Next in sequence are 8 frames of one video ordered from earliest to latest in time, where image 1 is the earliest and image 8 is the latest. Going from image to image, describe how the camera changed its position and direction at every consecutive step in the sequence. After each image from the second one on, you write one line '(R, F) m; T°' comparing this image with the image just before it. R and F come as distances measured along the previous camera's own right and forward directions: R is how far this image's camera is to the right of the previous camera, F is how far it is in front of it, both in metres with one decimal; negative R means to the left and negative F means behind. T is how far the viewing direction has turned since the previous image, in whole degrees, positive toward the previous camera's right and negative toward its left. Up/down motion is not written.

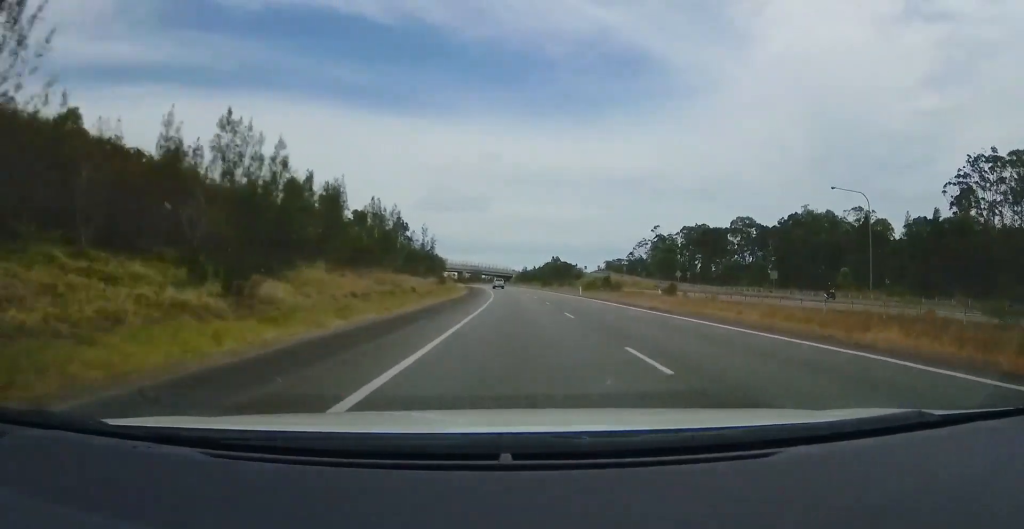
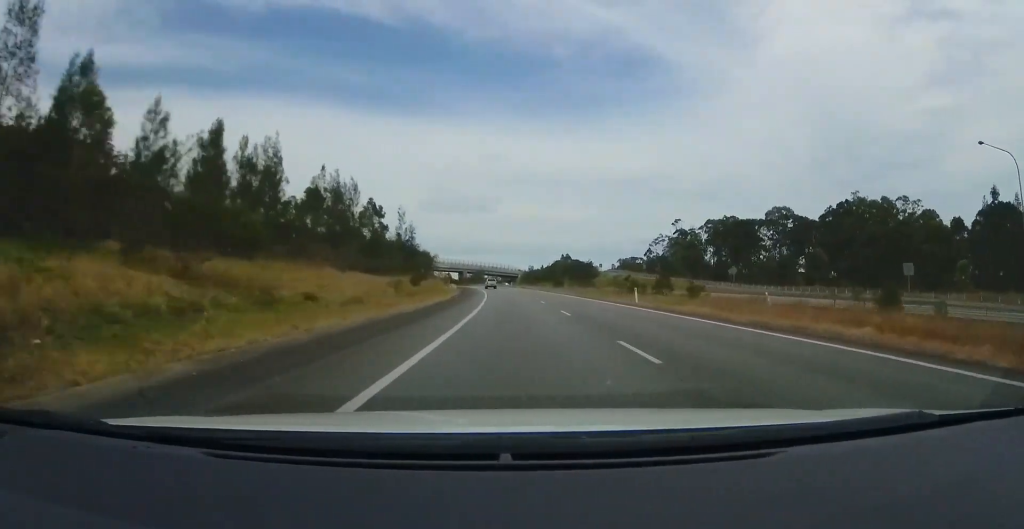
(0.0, +23.5) m; -1°
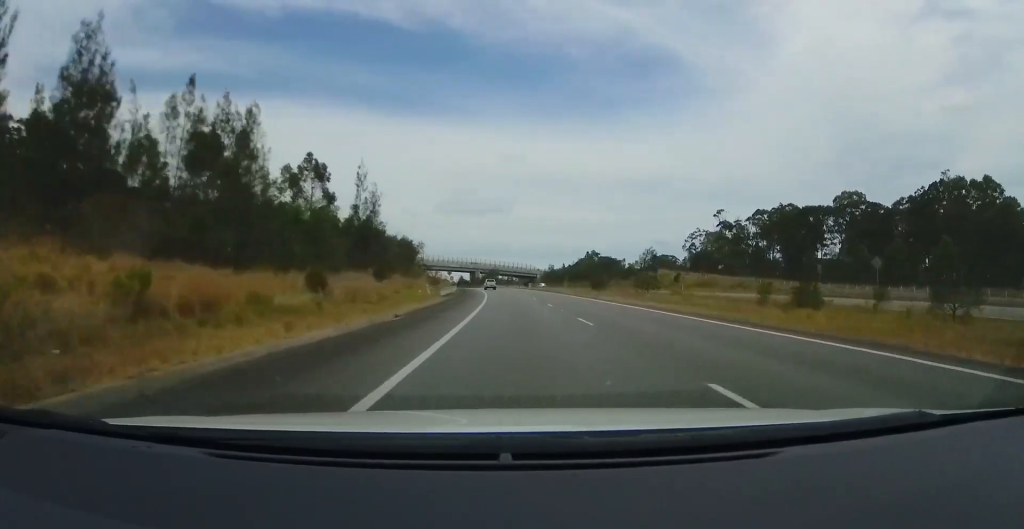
(-0.3, +29.4) m; -1°
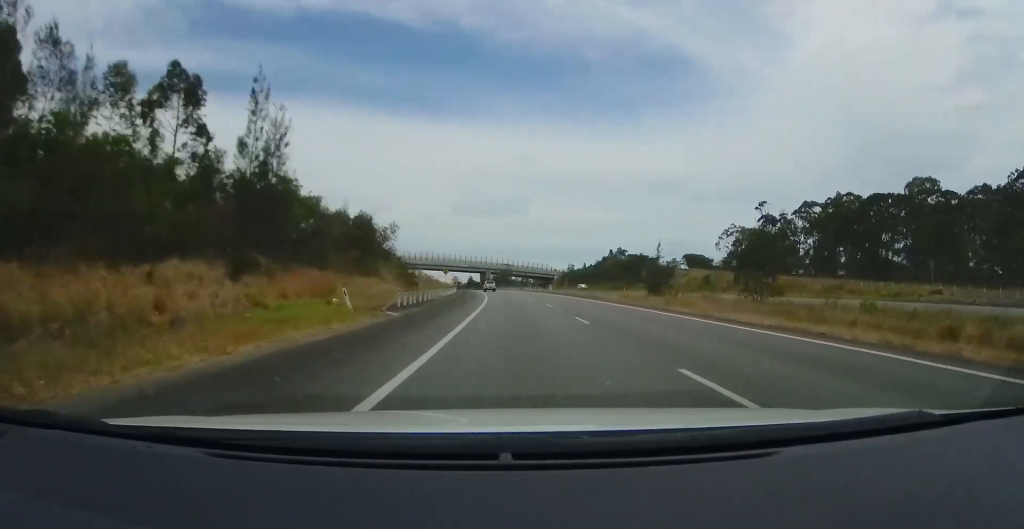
(-0.2, +23.7) m; -1°
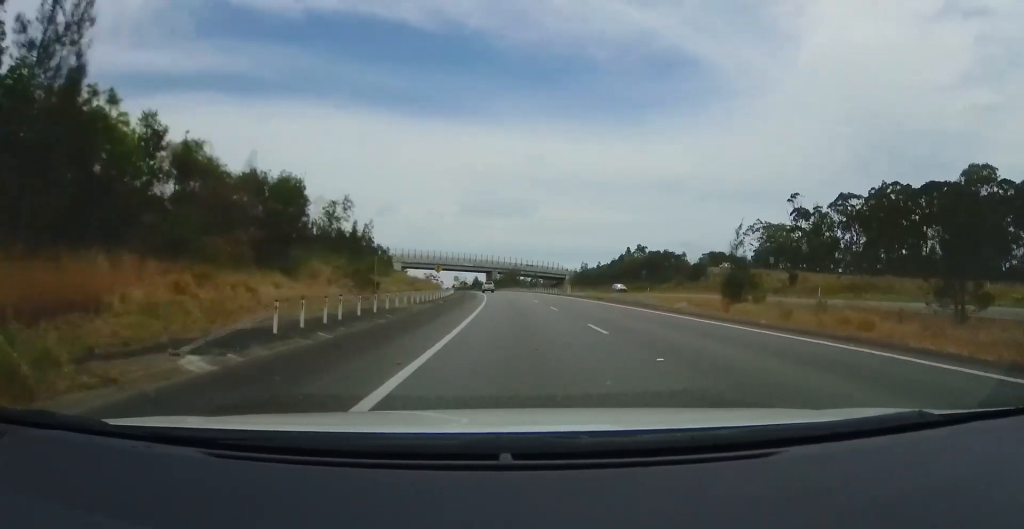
(+0.2, +15.4) m; -1°
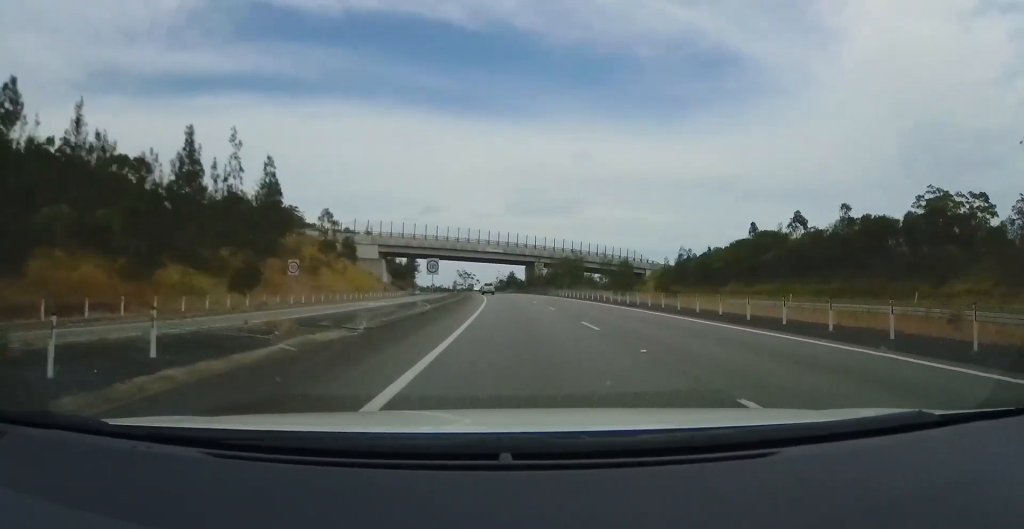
(-4.1, +72.3) m; -6°
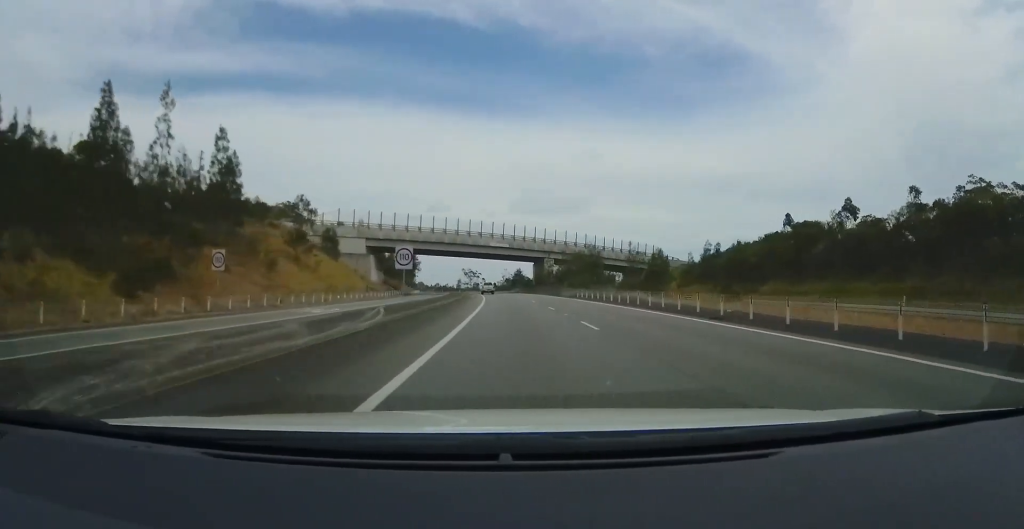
(-0.1, +12.7) m; -1°
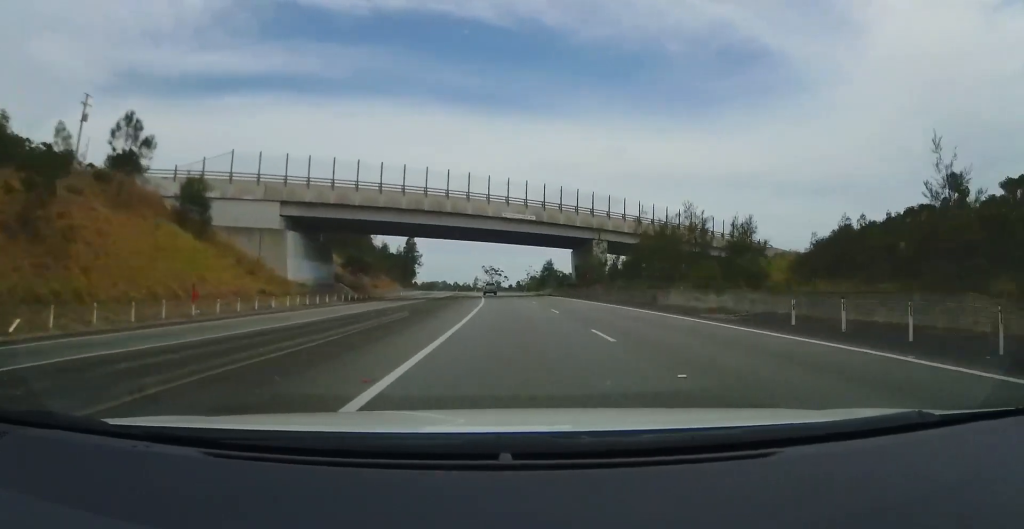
(-0.7, +39.6) m; -1°
